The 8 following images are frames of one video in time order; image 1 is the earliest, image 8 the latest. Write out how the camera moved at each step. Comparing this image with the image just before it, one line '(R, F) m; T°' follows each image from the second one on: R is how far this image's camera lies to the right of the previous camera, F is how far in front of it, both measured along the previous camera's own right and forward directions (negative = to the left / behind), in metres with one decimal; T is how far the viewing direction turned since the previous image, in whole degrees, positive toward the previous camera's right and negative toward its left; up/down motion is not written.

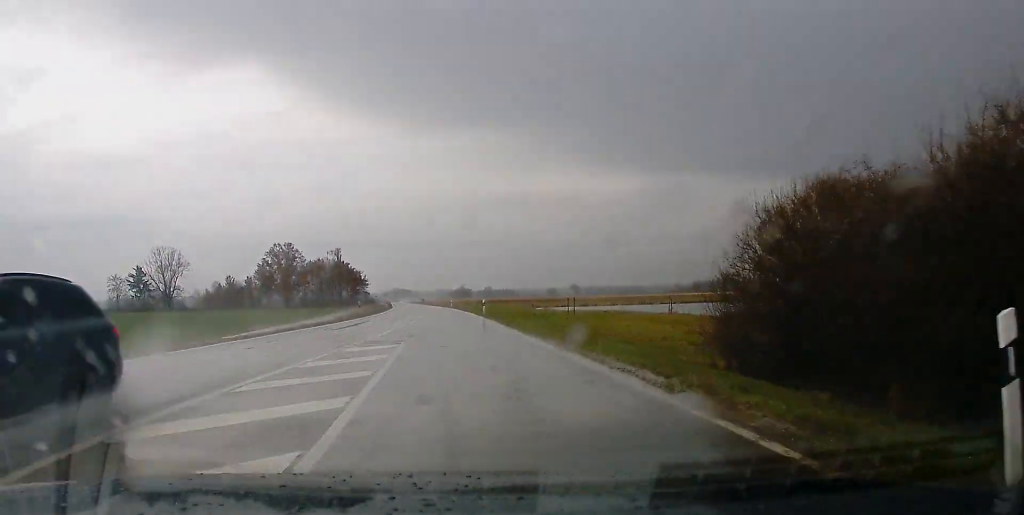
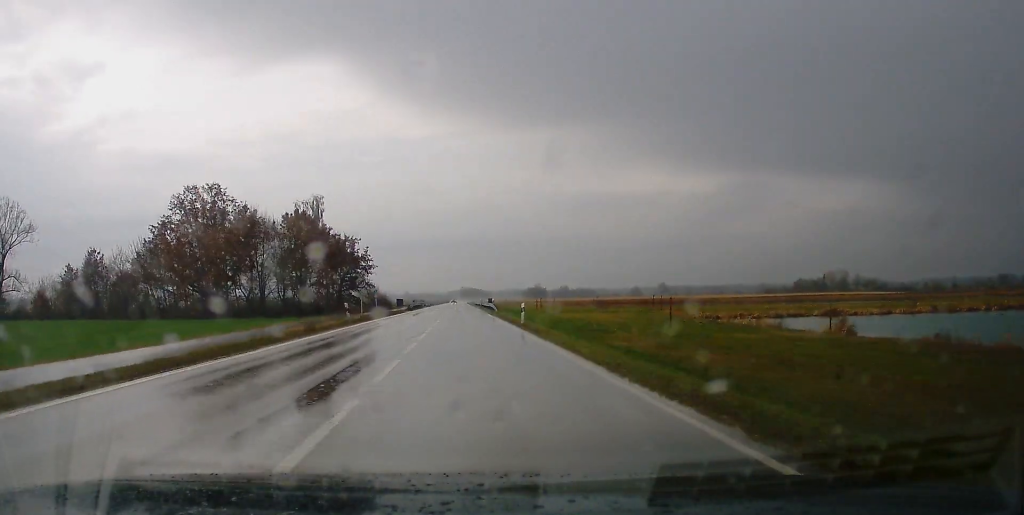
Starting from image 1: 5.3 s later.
(-5.4, +114.5) m; -5°
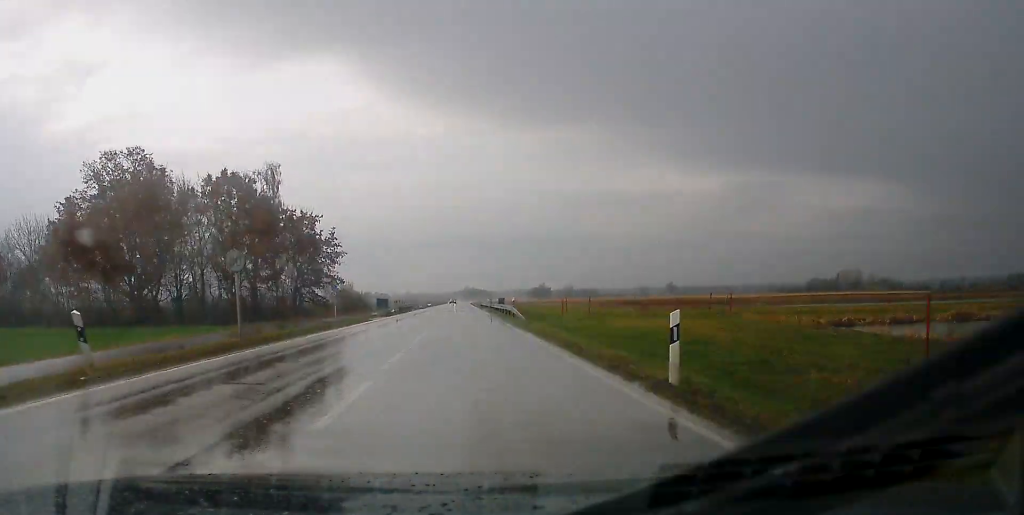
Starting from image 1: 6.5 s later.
(-0.2, +28.4) m; 0°
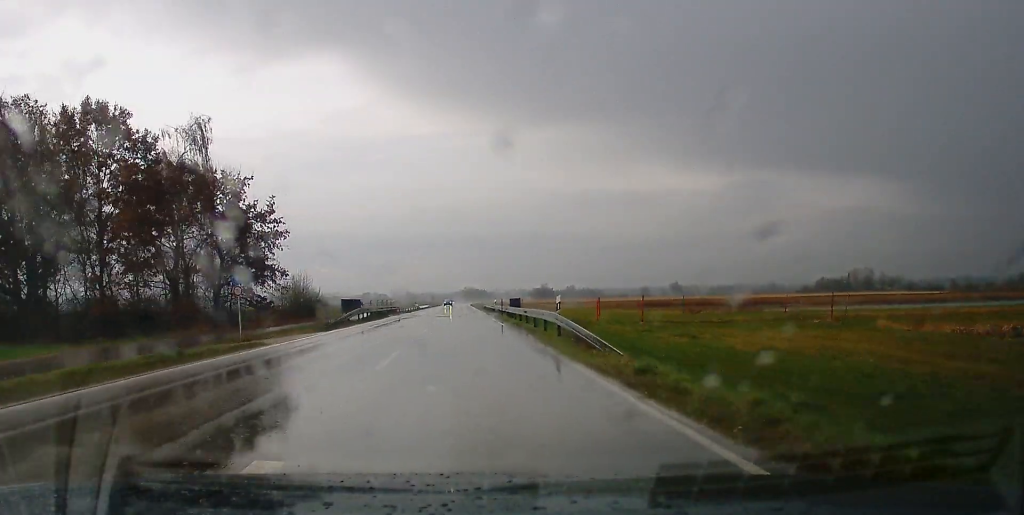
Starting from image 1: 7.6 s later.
(-0.2, +24.4) m; 0°
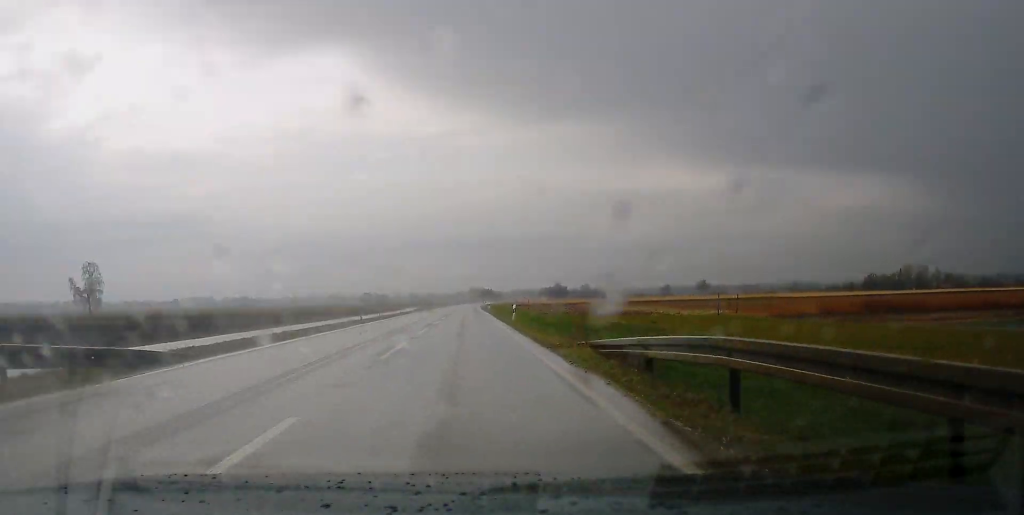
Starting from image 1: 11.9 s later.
(-0.4, +94.3) m; 0°
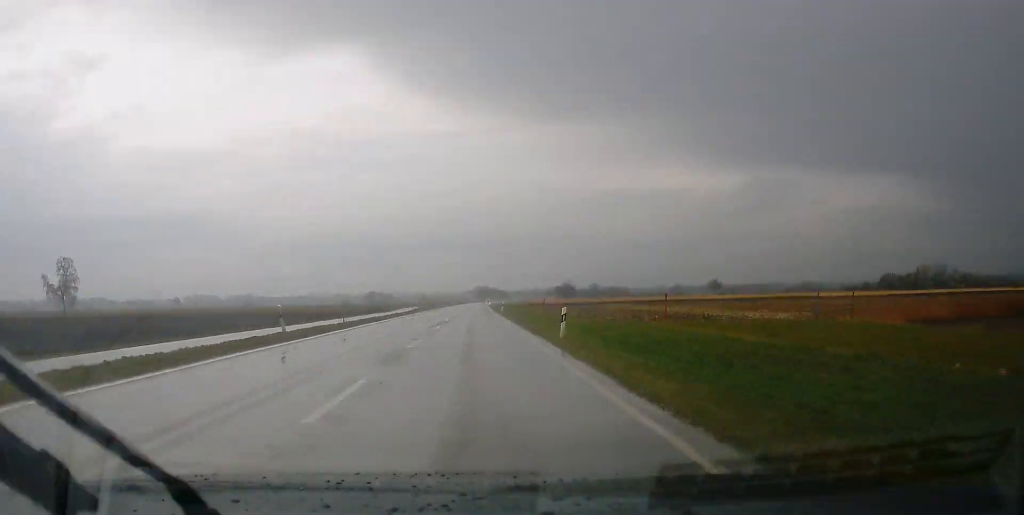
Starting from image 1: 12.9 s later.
(0.0, +20.6) m; 0°
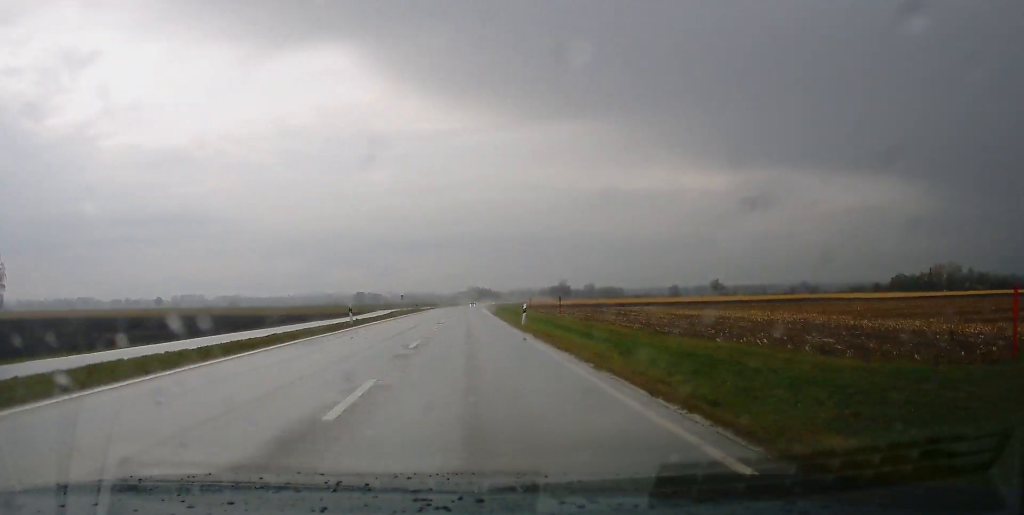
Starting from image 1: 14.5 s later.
(+0.3, +36.5) m; 0°
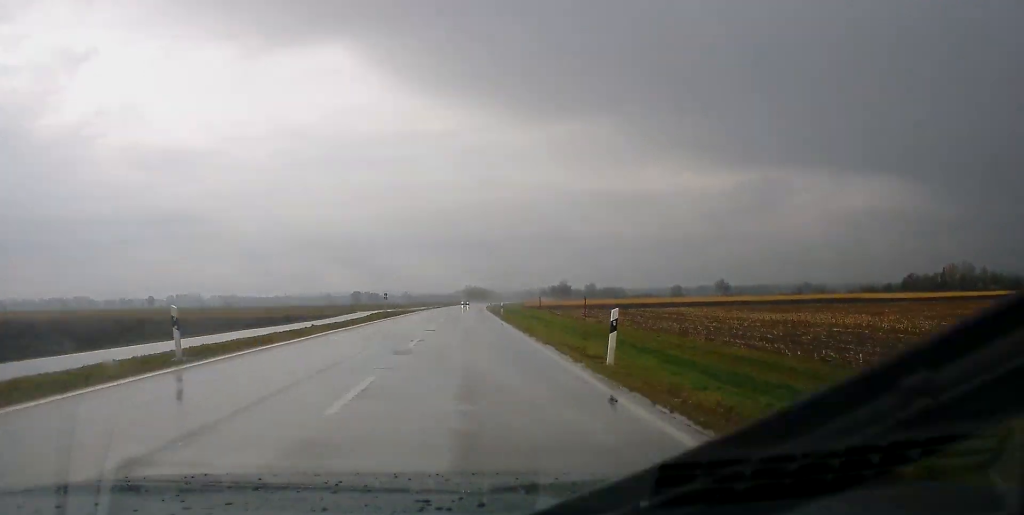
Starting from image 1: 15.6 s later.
(-0.2, +23.5) m; 0°
